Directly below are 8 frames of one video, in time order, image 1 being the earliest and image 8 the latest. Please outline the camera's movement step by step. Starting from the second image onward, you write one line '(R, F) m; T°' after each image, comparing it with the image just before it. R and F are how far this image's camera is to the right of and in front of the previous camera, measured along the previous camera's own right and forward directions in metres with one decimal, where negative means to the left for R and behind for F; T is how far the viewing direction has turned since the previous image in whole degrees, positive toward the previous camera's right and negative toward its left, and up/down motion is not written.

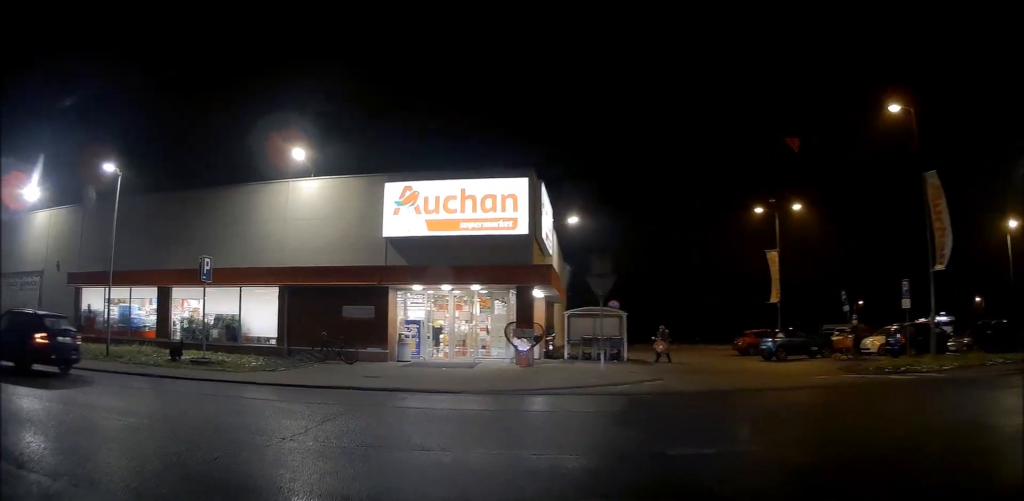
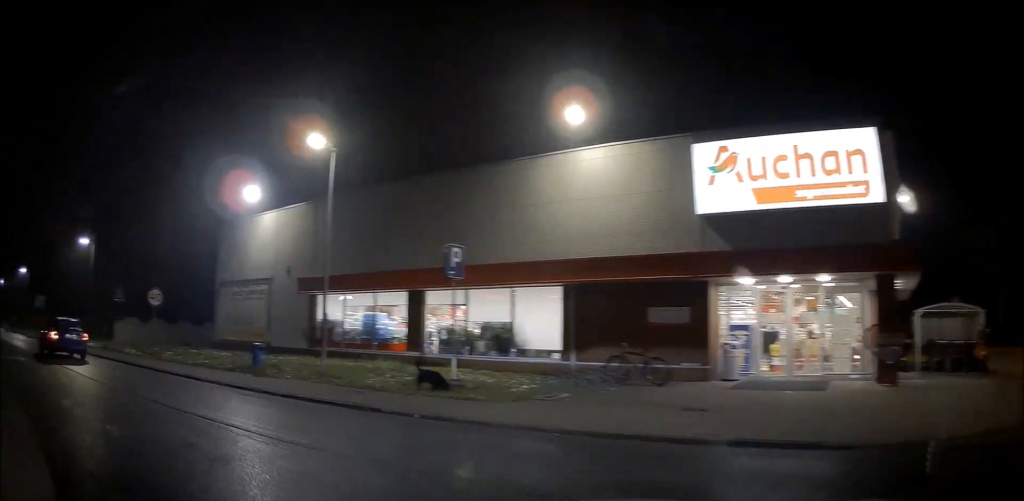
(-0.6, +3.7) m; -26°
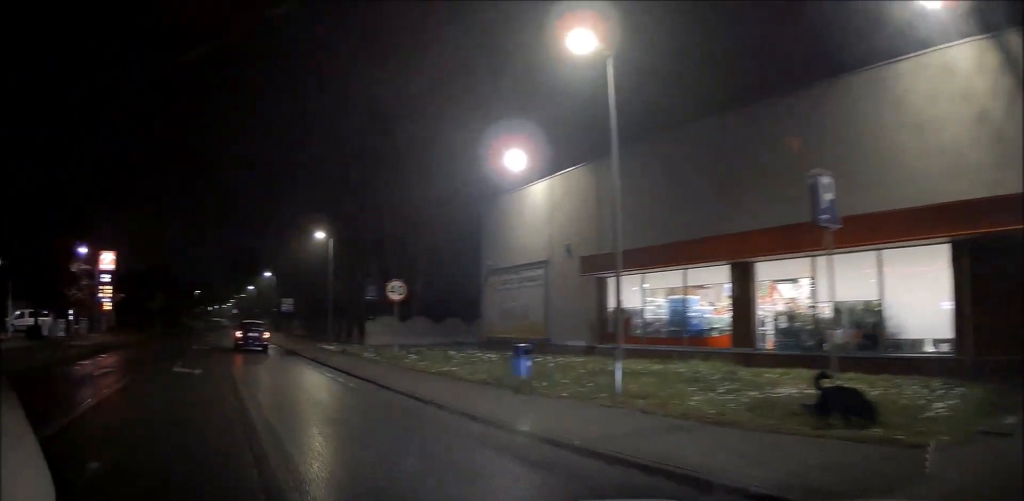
(-0.9, +4.1) m; -21°
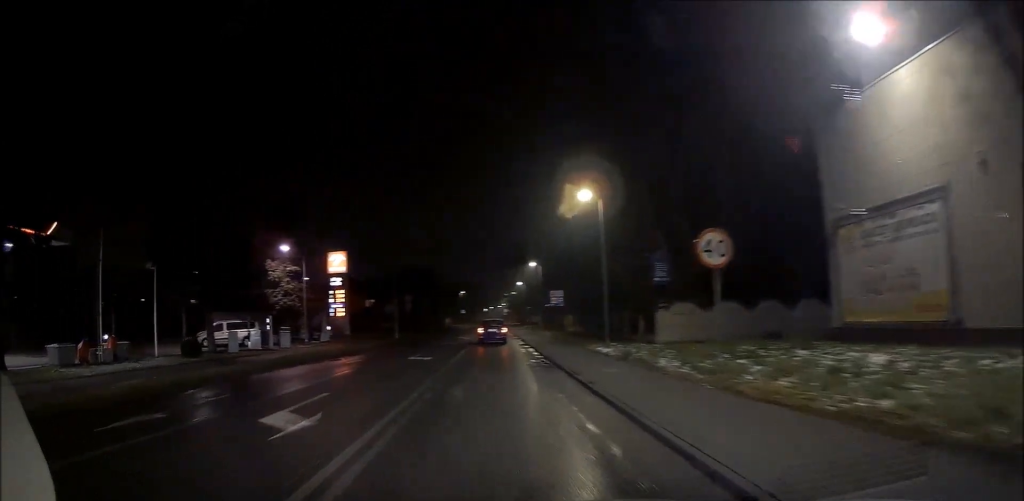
(-1.4, +7.4) m; -25°
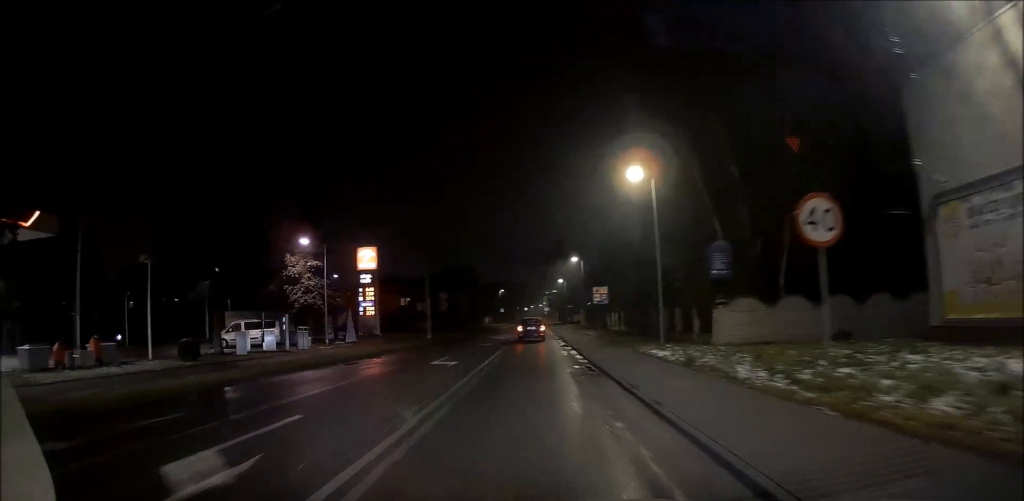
(-0.4, +2.8) m; -5°
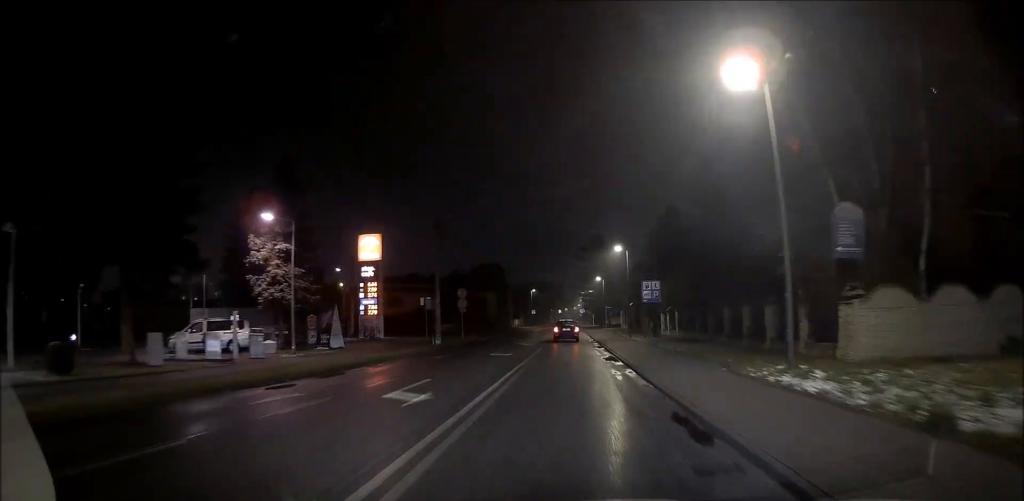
(-0.9, +7.7) m; -10°
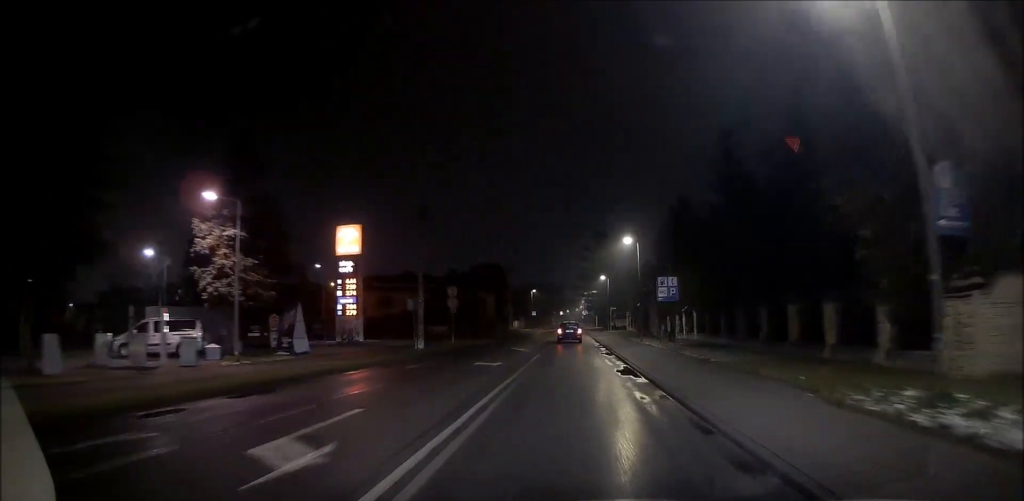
(-0.1, +4.5) m; -3°
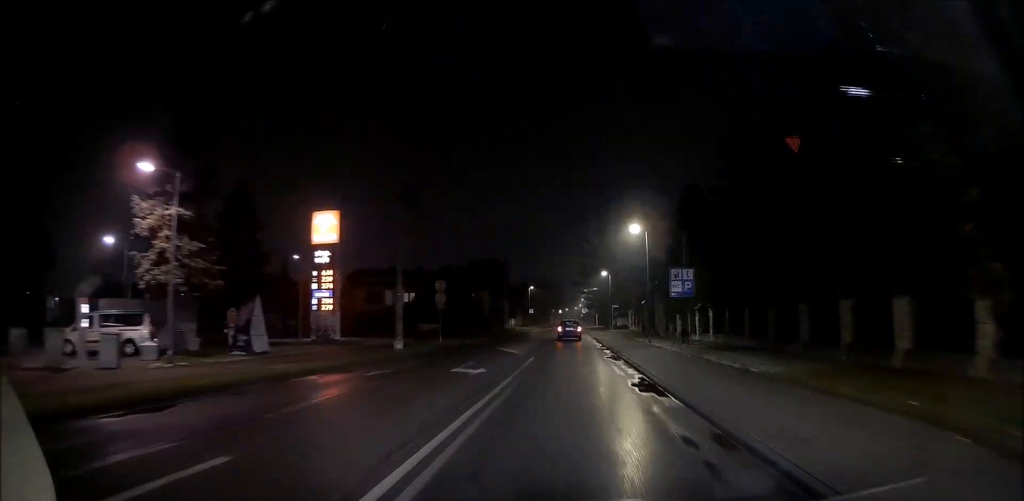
(-0.1, +3.7) m; -1°
